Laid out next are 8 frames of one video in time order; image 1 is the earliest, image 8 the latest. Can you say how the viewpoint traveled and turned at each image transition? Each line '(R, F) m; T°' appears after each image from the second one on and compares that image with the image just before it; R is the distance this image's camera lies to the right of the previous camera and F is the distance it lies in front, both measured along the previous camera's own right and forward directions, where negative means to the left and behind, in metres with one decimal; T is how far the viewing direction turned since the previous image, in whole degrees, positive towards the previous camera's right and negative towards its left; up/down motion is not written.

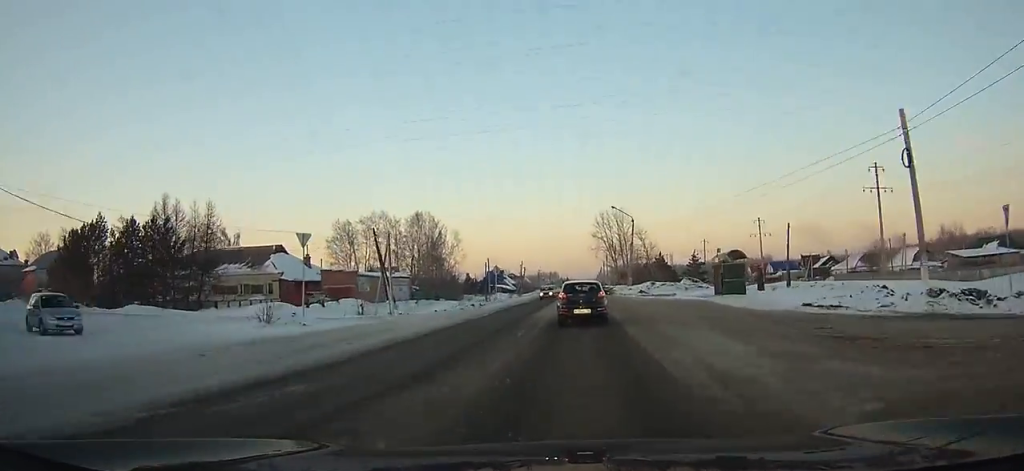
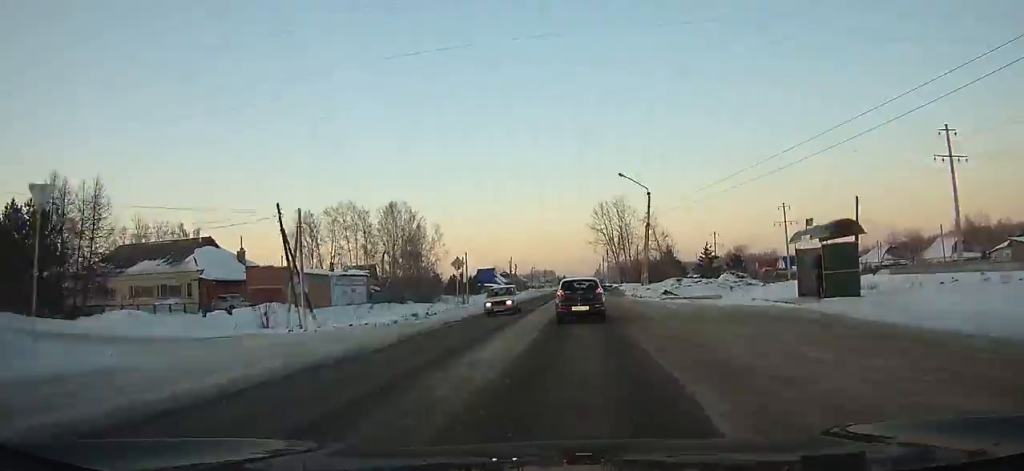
(0.0, +16.2) m; 0°
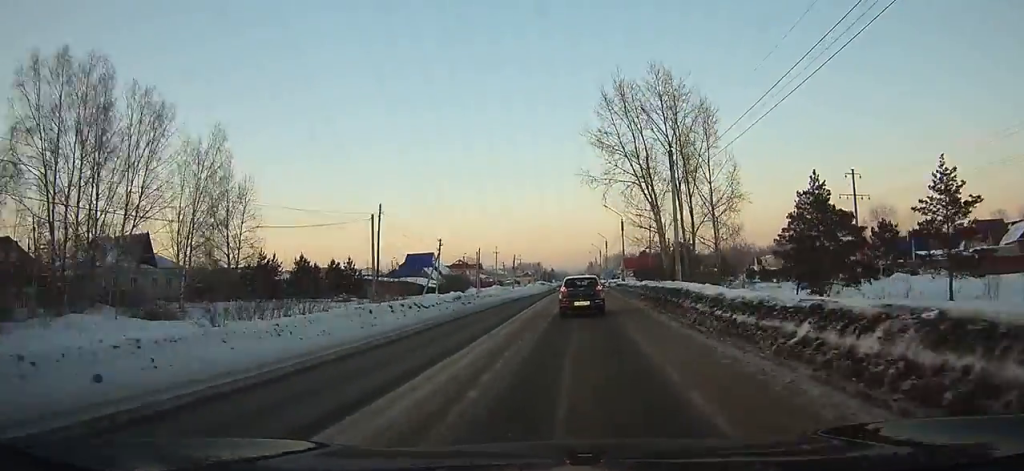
(+0.9, +80.5) m; +1°
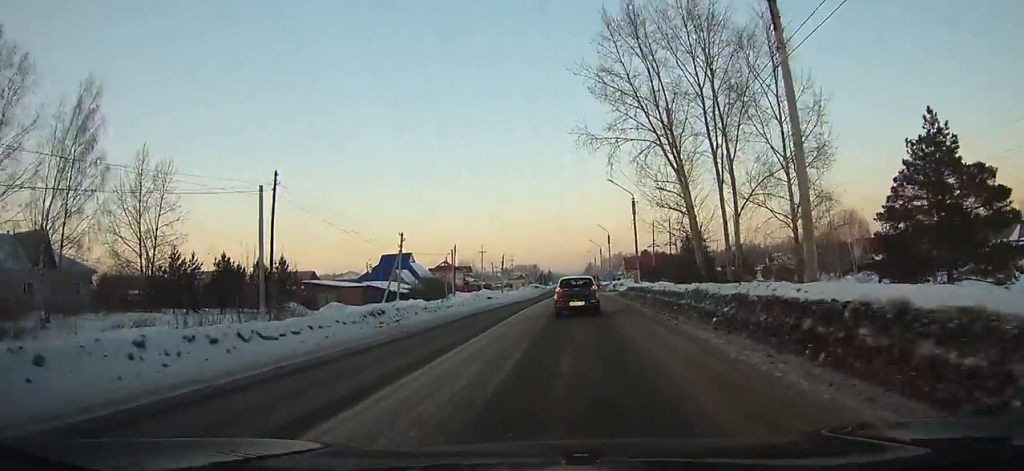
(0.0, +16.4) m; 0°
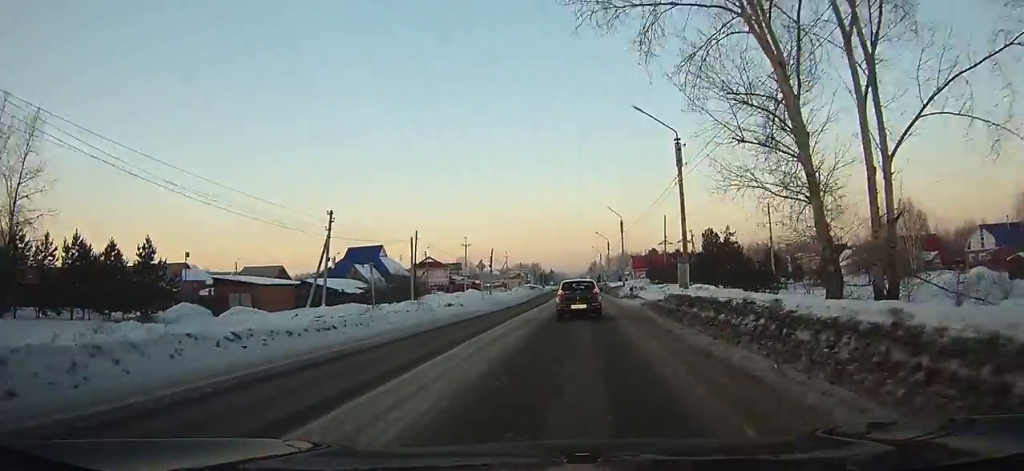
(0.0, +18.8) m; 0°
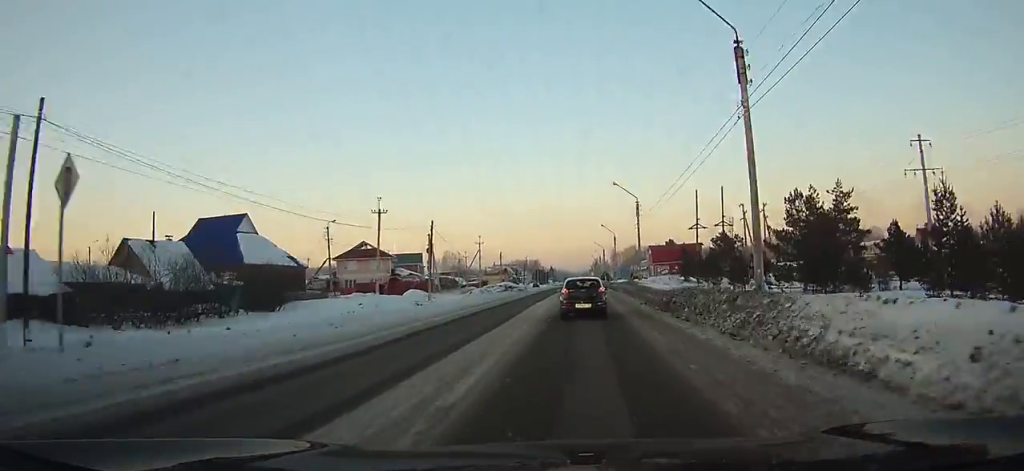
(0.0, +42.0) m; 0°
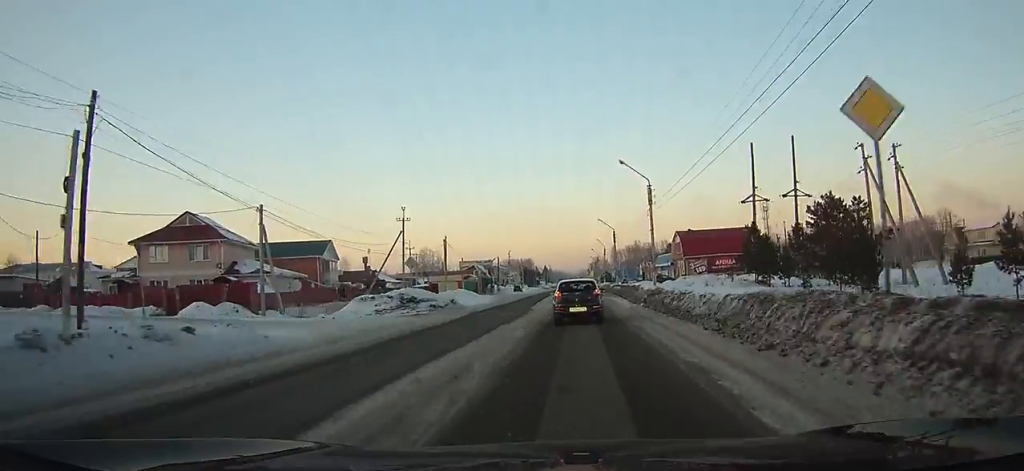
(-0.2, +43.5) m; -1°
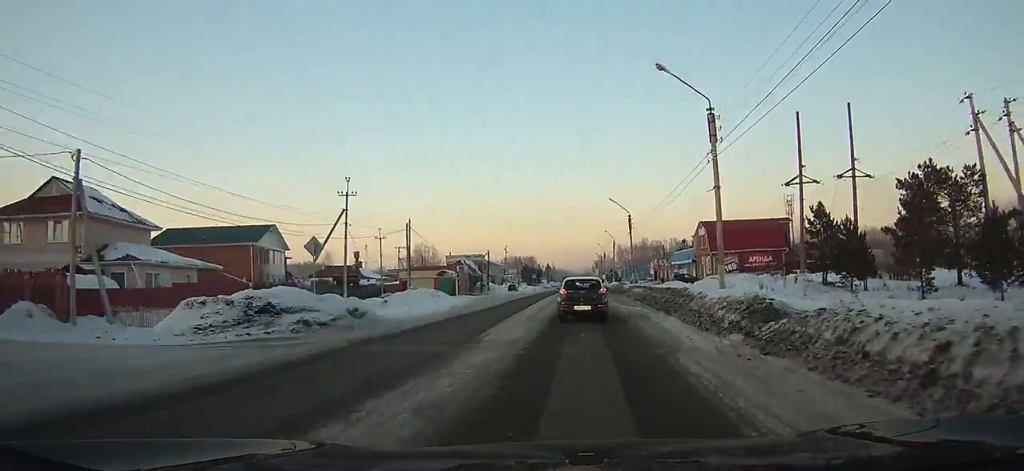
(-0.2, +16.9) m; 0°
